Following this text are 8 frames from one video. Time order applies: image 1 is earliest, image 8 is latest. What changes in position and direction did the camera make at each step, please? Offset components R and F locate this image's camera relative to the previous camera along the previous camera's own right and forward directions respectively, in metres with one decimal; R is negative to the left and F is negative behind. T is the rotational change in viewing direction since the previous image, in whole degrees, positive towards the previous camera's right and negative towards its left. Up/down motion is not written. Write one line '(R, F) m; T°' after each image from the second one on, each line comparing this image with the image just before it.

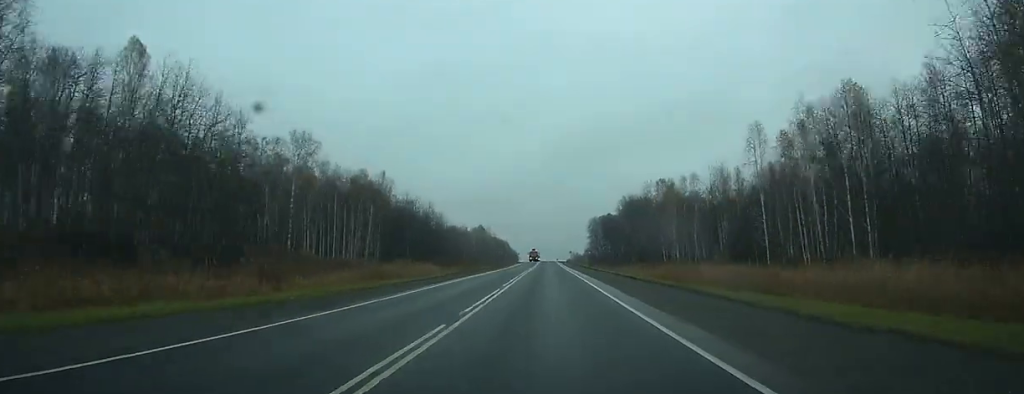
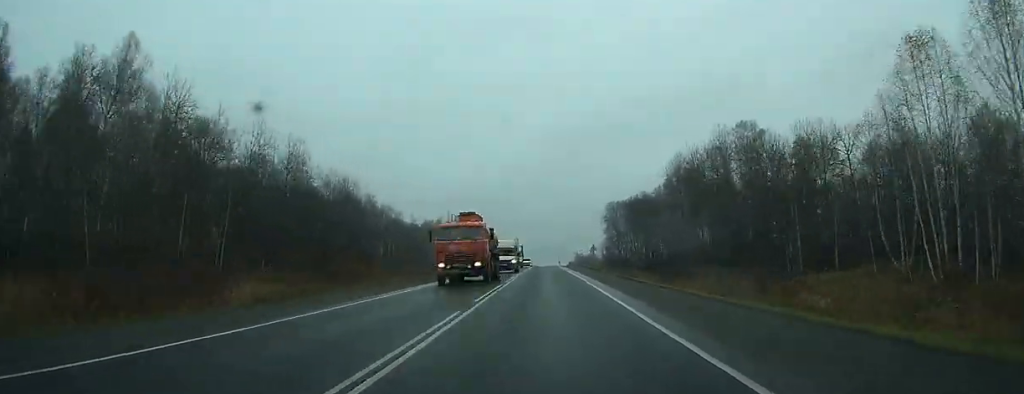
(+0.1, +81.3) m; 0°
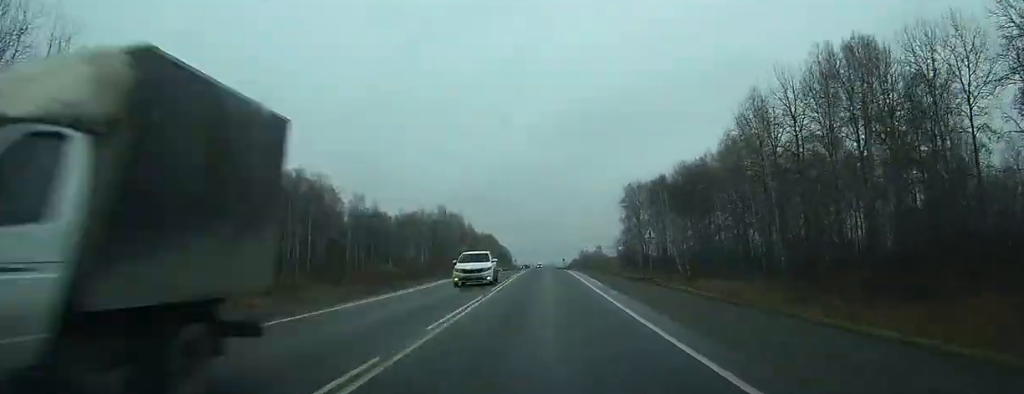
(0.0, +40.9) m; 0°
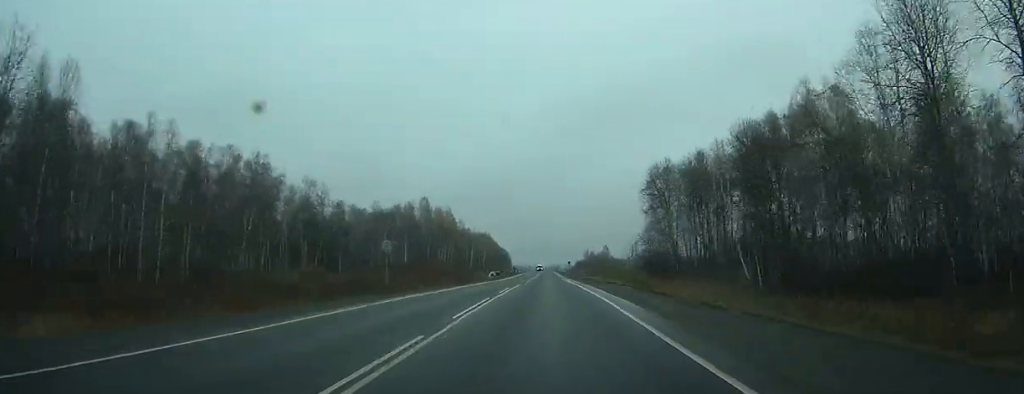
(-0.1, +32.2) m; 0°
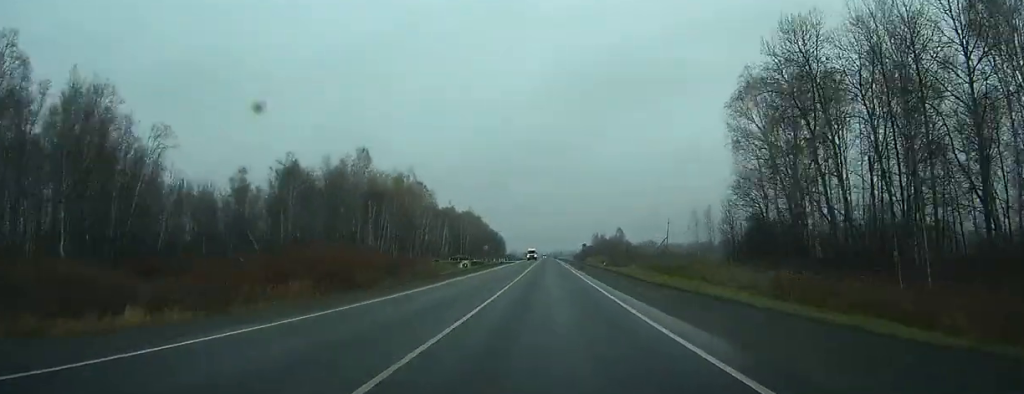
(-0.1, +59.2) m; 0°
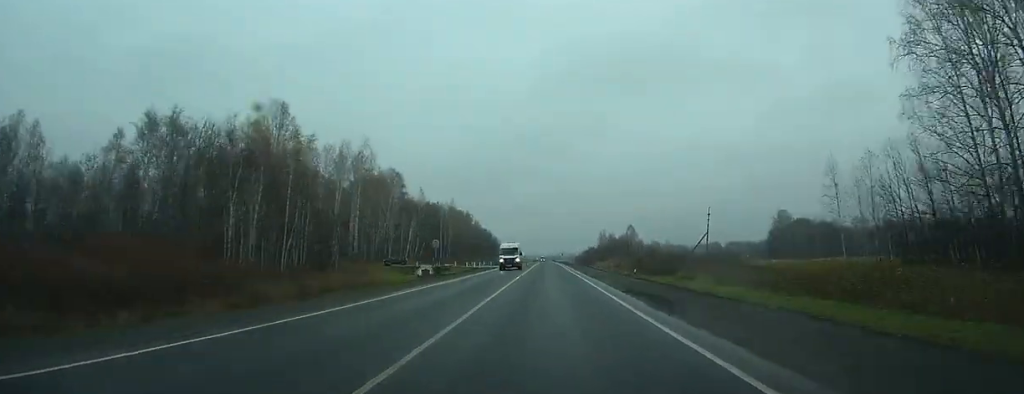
(+0.1, +37.2) m; 0°
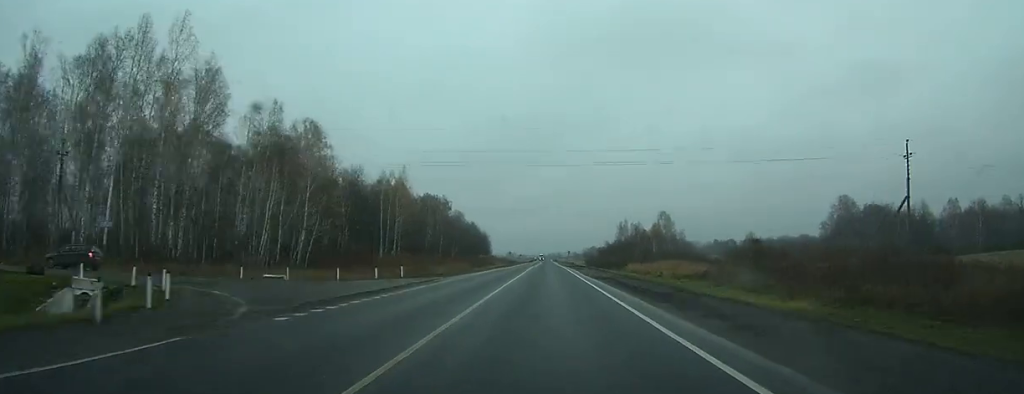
(+0.2, +64.9) m; 0°
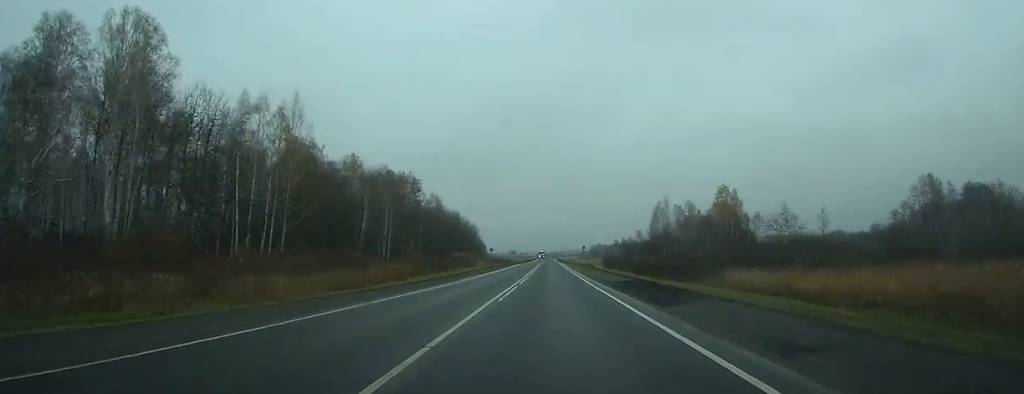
(-0.2, +59.3) m; 0°
